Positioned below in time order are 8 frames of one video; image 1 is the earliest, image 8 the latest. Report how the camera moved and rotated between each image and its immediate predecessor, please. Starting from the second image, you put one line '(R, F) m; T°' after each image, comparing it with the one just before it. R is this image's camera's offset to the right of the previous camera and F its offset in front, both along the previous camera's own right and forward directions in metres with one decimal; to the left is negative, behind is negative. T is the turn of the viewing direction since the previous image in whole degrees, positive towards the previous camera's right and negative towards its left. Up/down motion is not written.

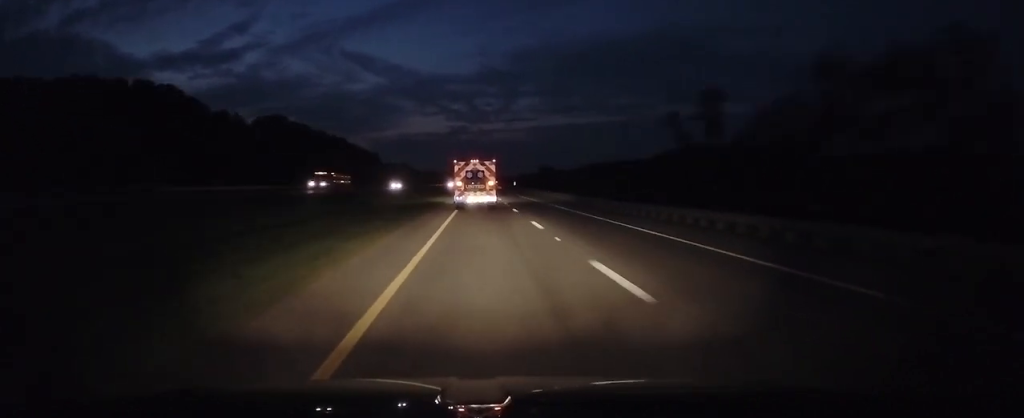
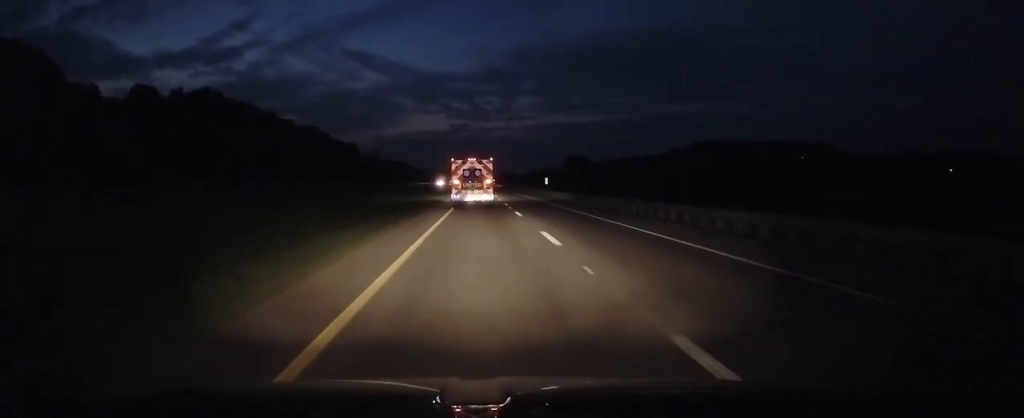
(+0.2, +73.9) m; 0°
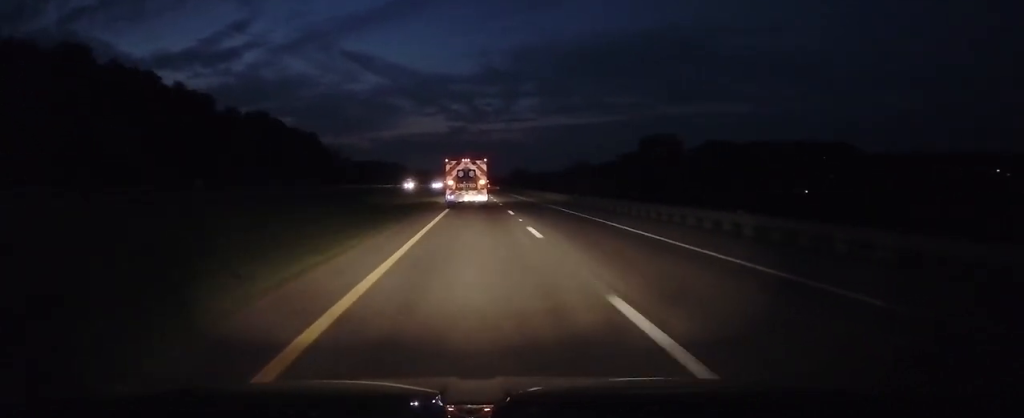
(+0.2, +79.5) m; 0°
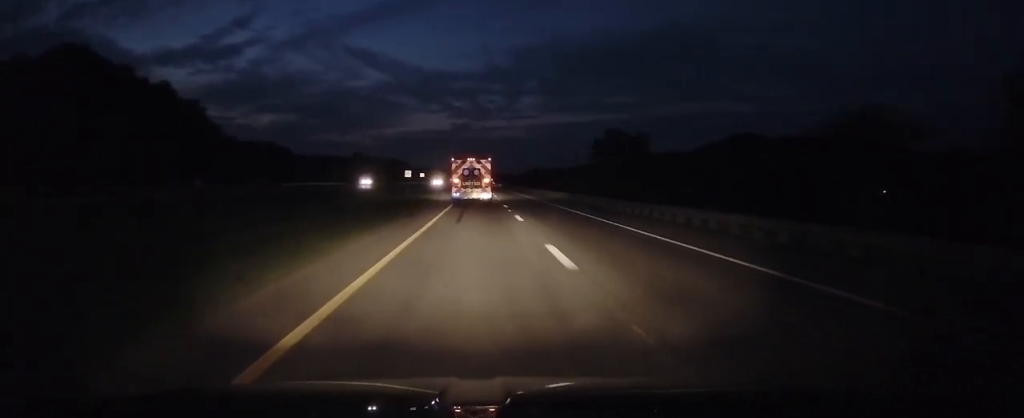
(+0.1, +136.4) m; 0°
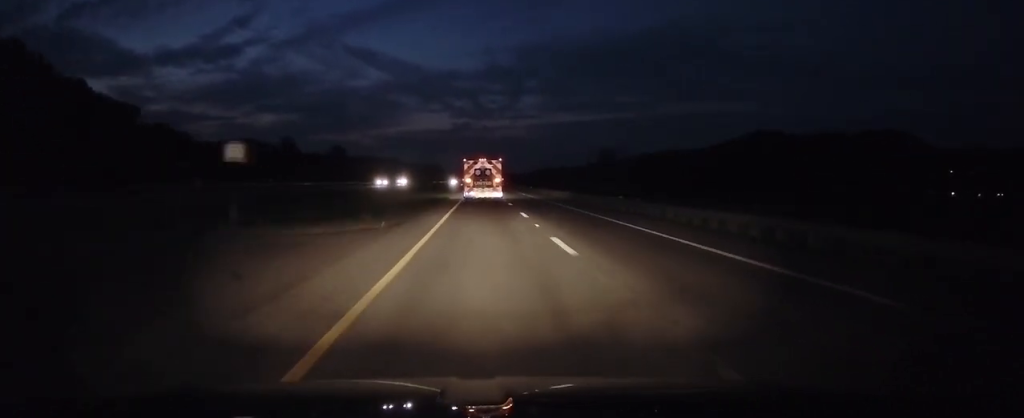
(-0.2, +82.0) m; 0°
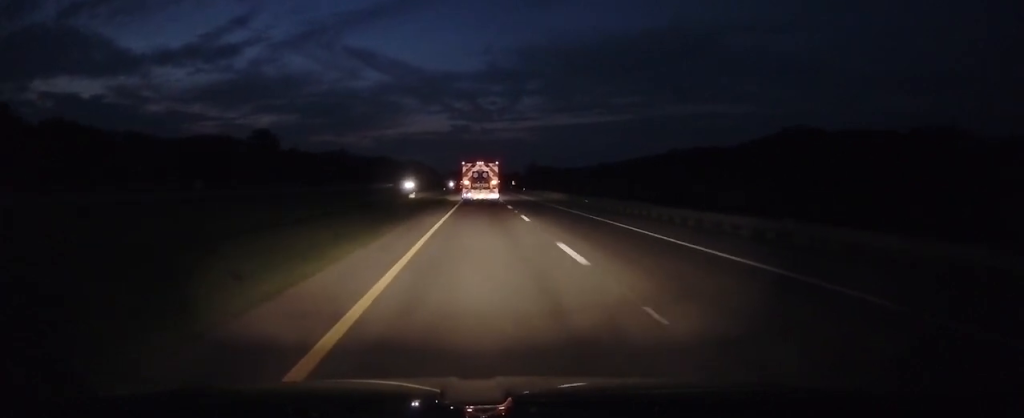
(+0.1, +157.8) m; 0°
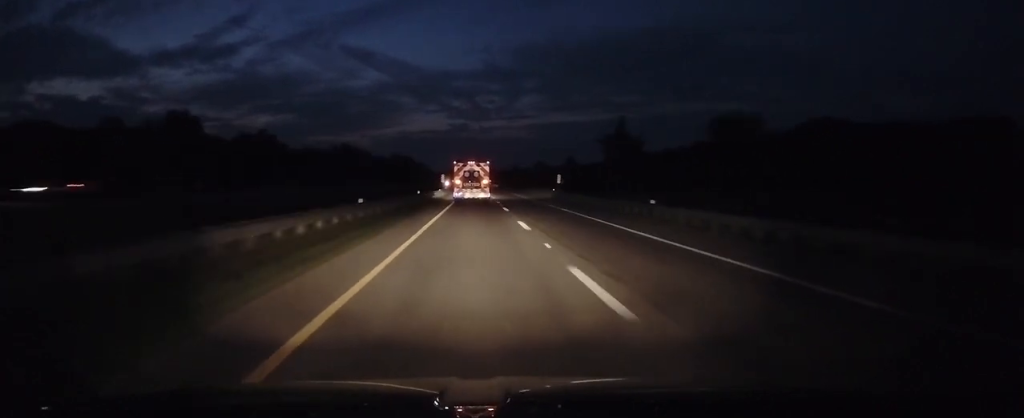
(0.0, +88.4) m; 0°
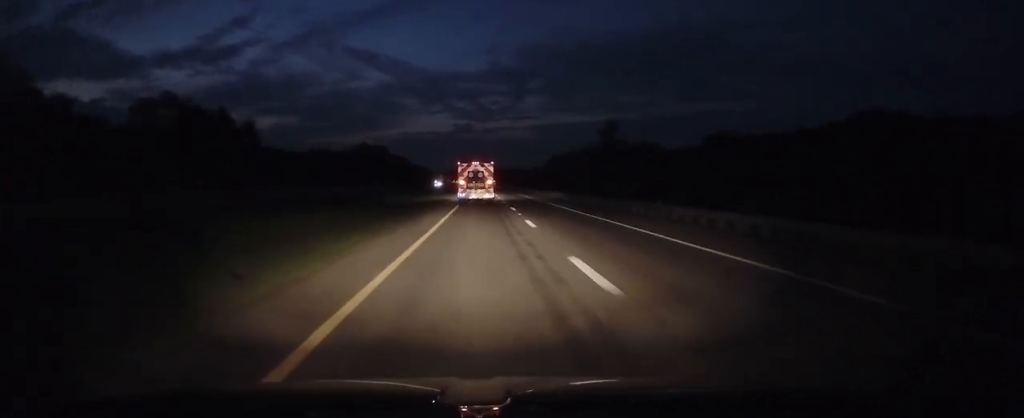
(-0.7, +133.8) m; 0°
